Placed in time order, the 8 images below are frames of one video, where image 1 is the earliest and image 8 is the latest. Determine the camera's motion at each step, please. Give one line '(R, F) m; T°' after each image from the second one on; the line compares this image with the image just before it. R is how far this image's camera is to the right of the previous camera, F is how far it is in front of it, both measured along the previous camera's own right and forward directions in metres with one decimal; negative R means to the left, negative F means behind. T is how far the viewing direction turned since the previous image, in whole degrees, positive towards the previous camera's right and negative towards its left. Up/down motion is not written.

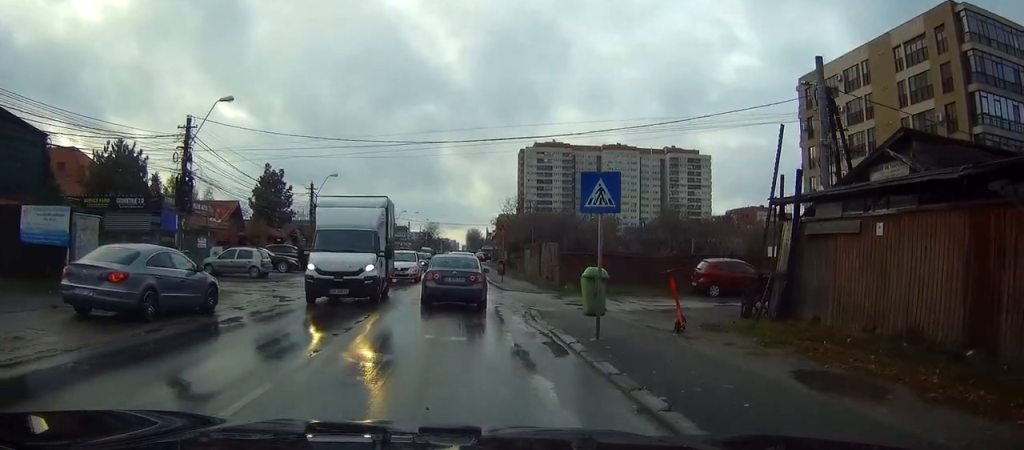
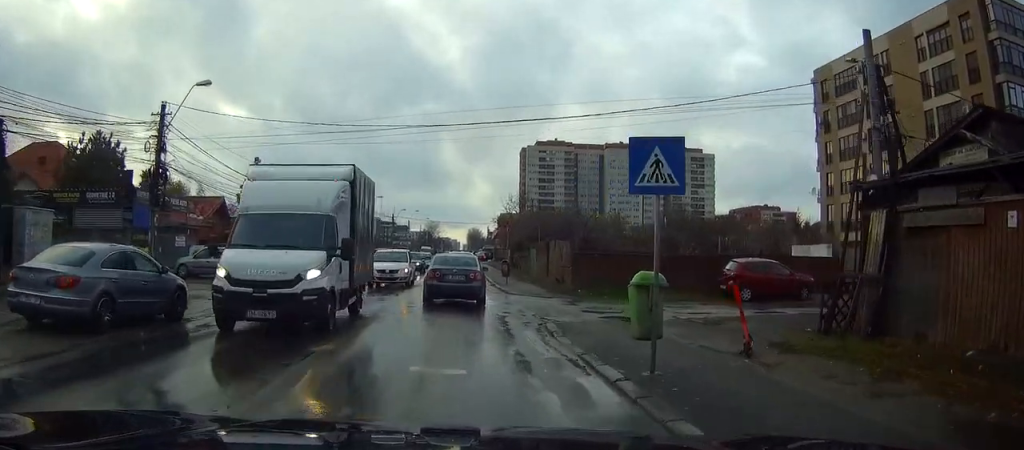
(+0.1, +3.2) m; +3°
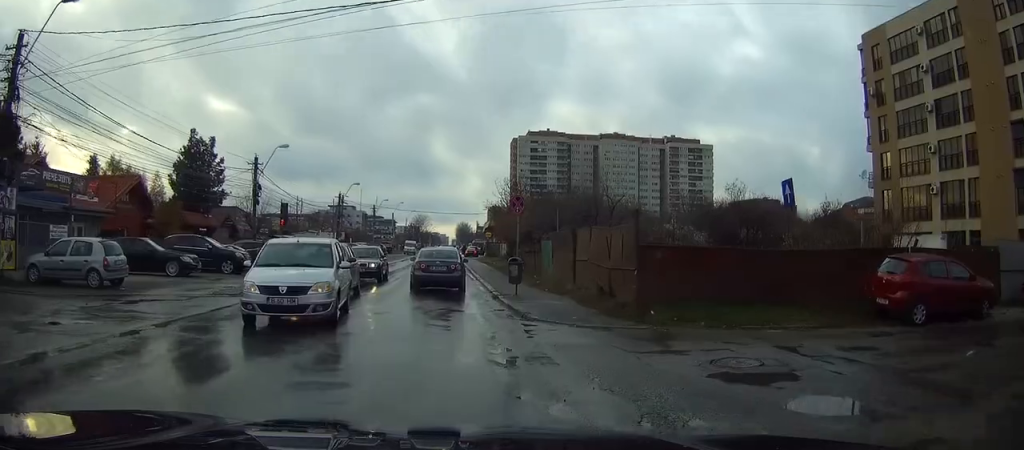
(+0.3, +11.3) m; 0°
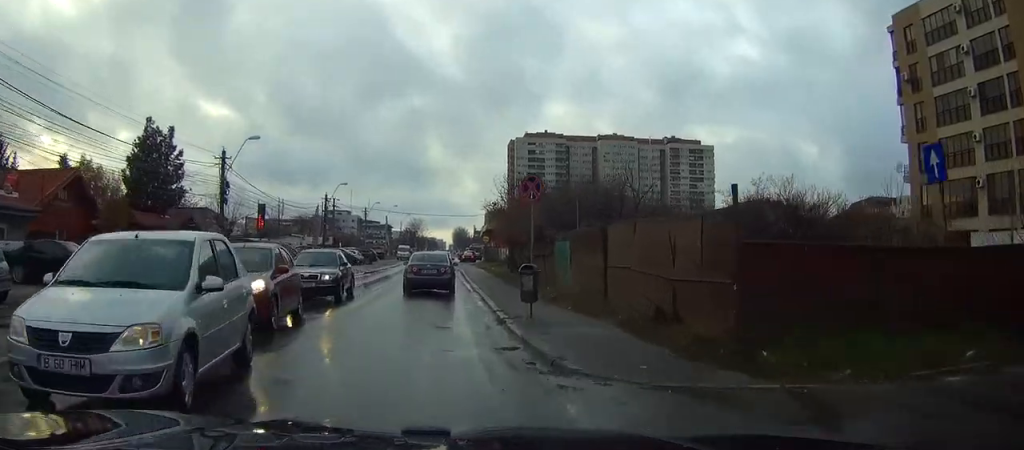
(-0.1, +6.0) m; -2°
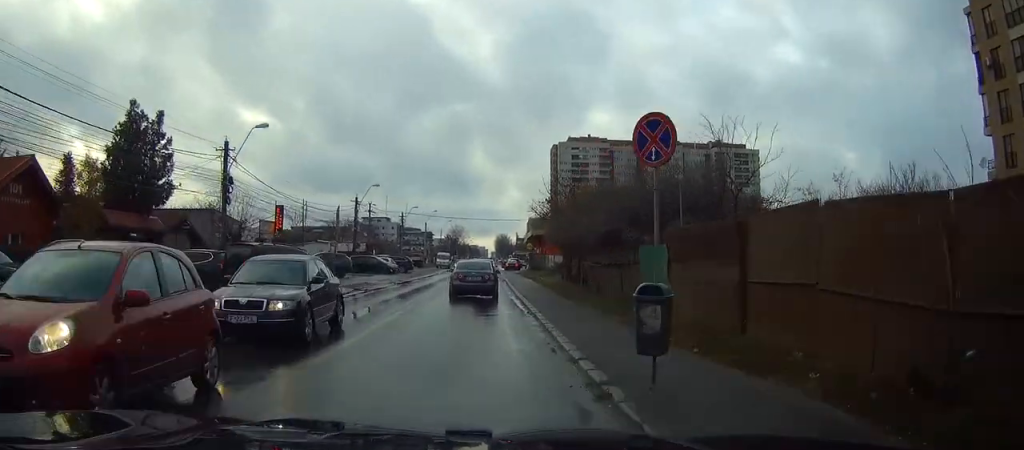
(-0.1, +6.5) m; -1°
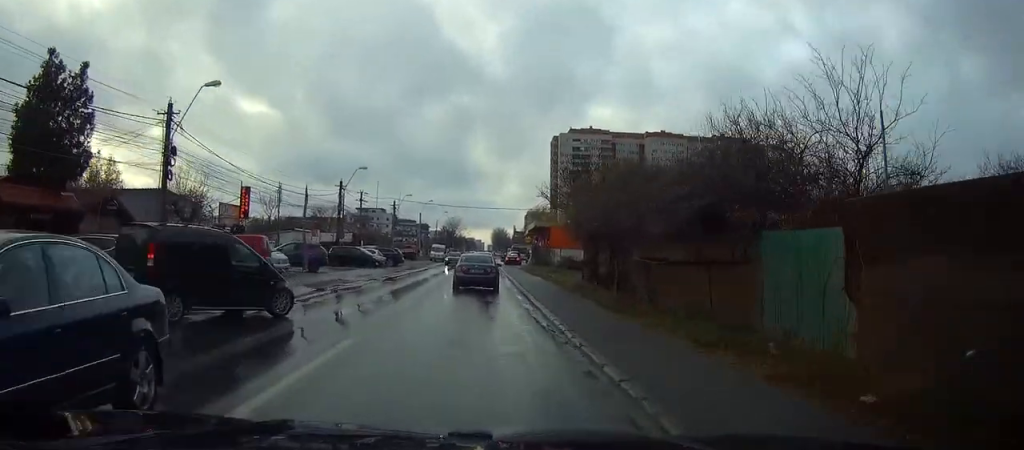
(0.0, +7.5) m; +2°
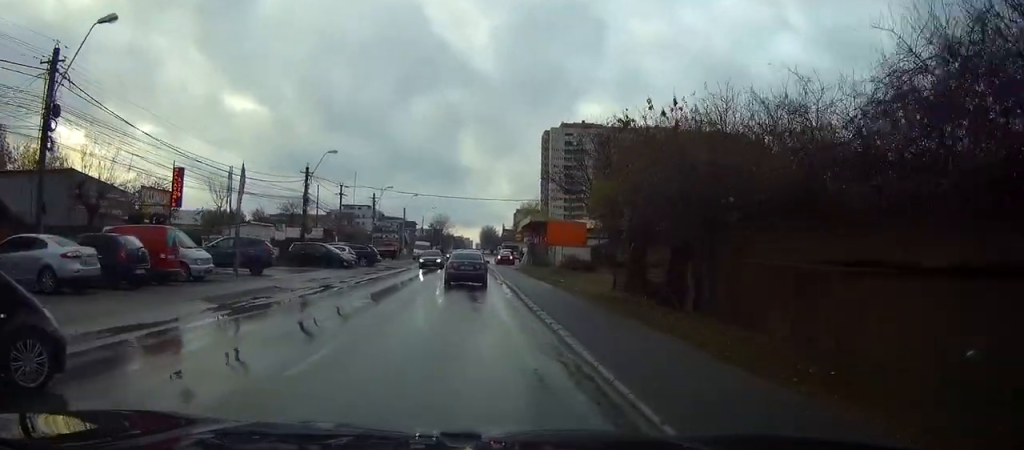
(+0.3, +9.1) m; 0°
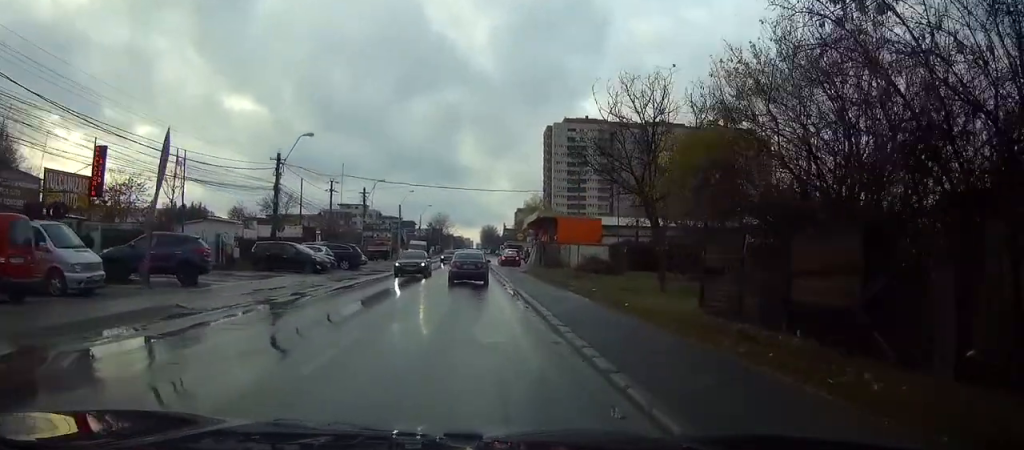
(-0.2, +8.5) m; -1°
